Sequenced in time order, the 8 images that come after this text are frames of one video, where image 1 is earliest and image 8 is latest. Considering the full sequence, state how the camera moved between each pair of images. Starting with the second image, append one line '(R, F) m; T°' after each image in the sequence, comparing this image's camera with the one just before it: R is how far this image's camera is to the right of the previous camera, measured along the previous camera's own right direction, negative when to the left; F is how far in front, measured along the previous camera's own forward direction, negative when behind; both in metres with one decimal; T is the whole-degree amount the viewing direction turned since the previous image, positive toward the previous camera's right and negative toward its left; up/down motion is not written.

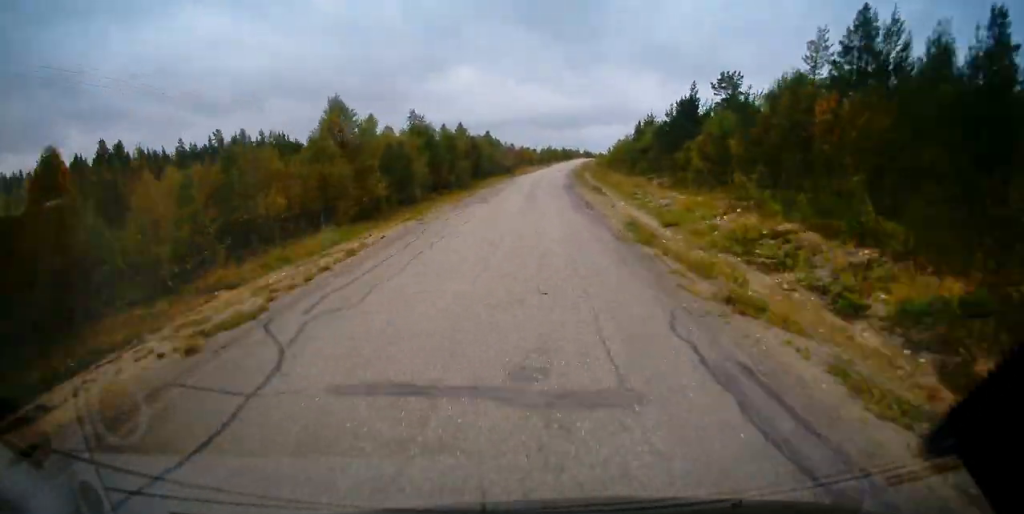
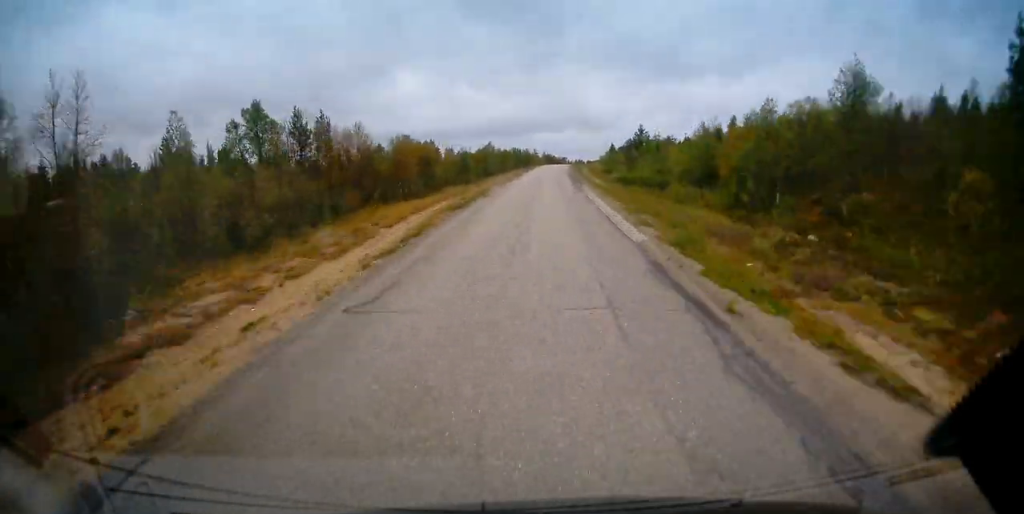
(+4.0, +105.7) m; +5°
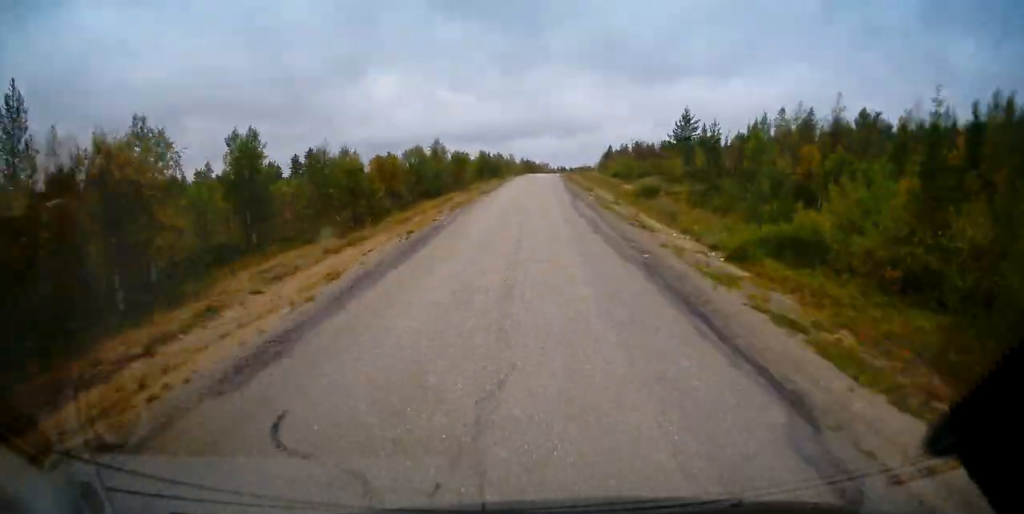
(+0.9, +42.4) m; +1°
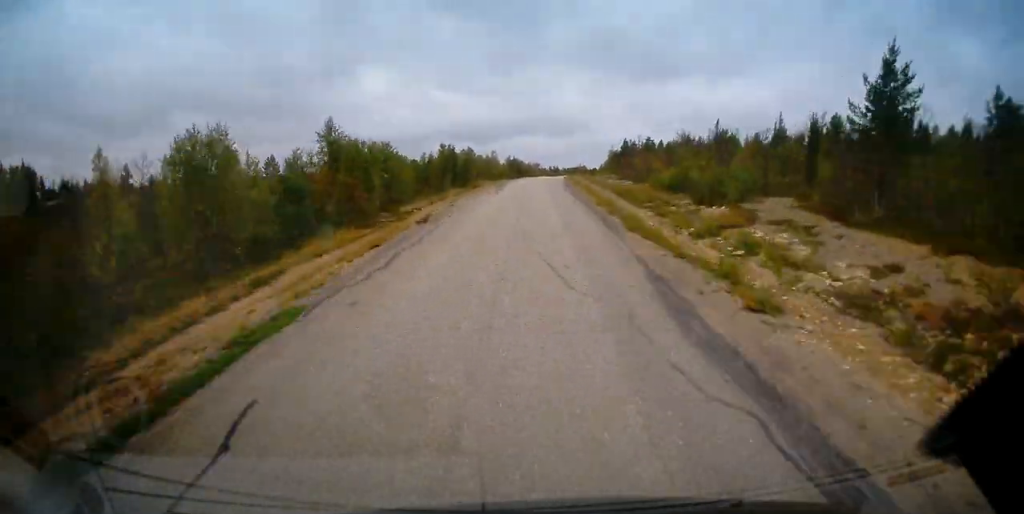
(+0.4, +37.5) m; +2°
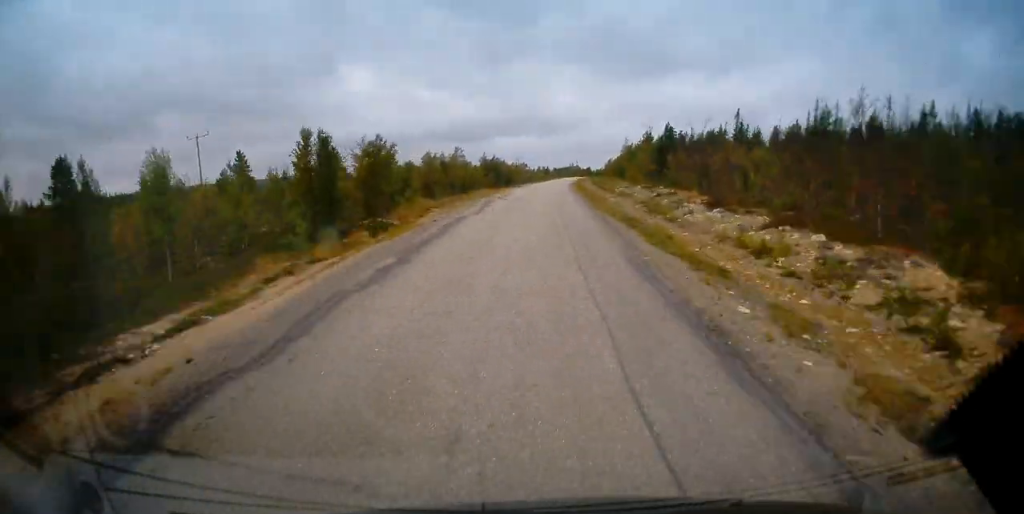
(-0.2, +41.9) m; +2°
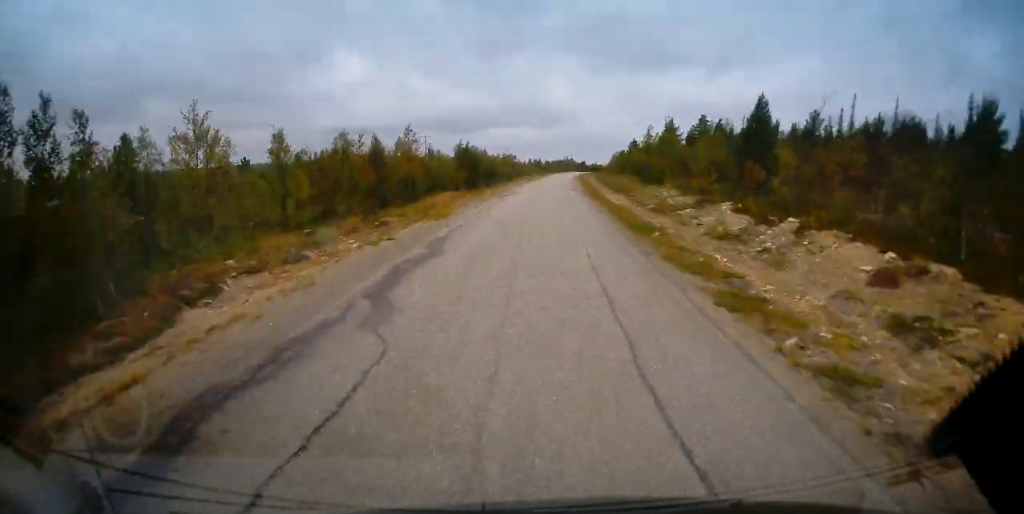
(+0.7, +28.1) m; +1°
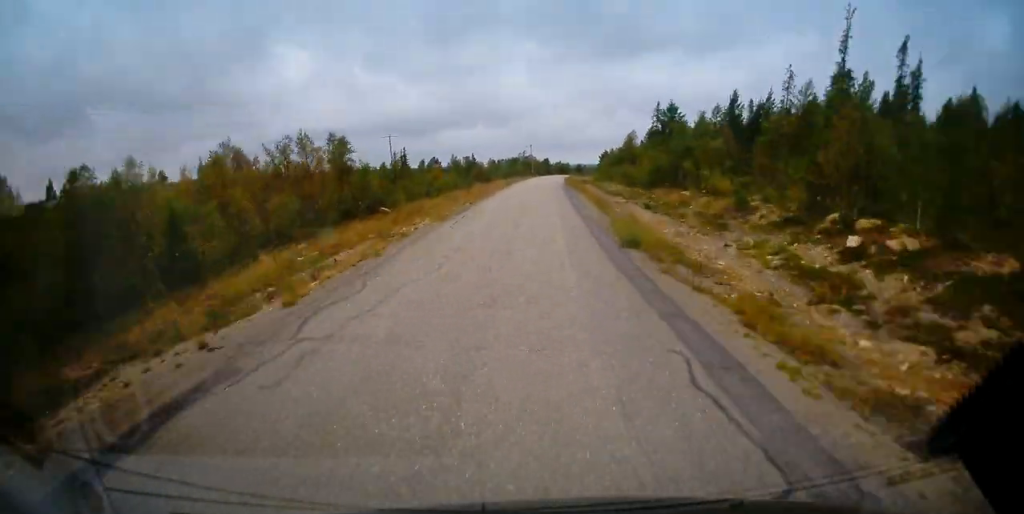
(+4.1, +98.3) m; +4°
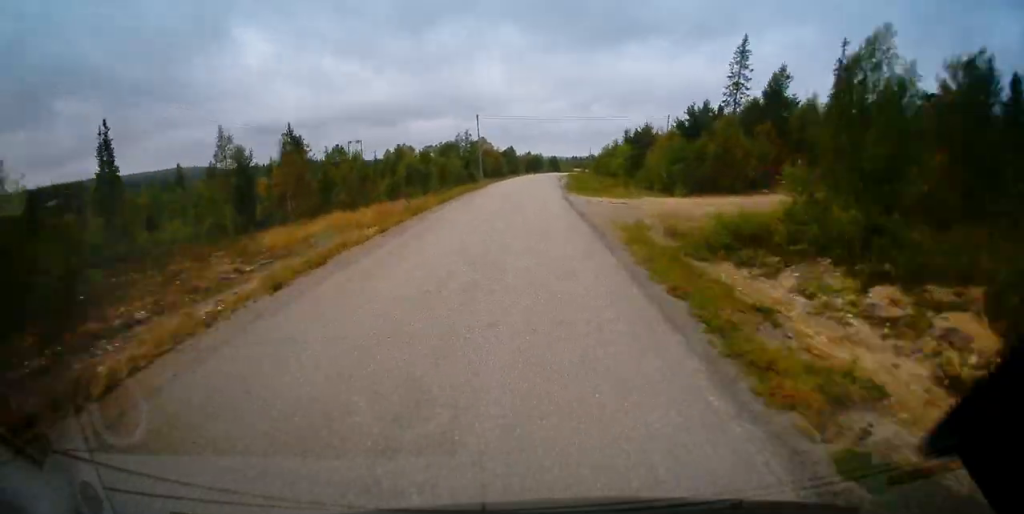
(+1.6, +77.6) m; +3°
